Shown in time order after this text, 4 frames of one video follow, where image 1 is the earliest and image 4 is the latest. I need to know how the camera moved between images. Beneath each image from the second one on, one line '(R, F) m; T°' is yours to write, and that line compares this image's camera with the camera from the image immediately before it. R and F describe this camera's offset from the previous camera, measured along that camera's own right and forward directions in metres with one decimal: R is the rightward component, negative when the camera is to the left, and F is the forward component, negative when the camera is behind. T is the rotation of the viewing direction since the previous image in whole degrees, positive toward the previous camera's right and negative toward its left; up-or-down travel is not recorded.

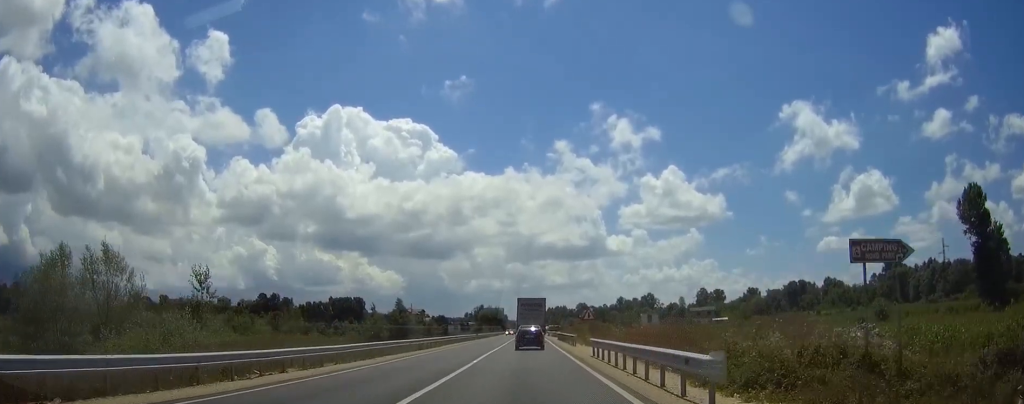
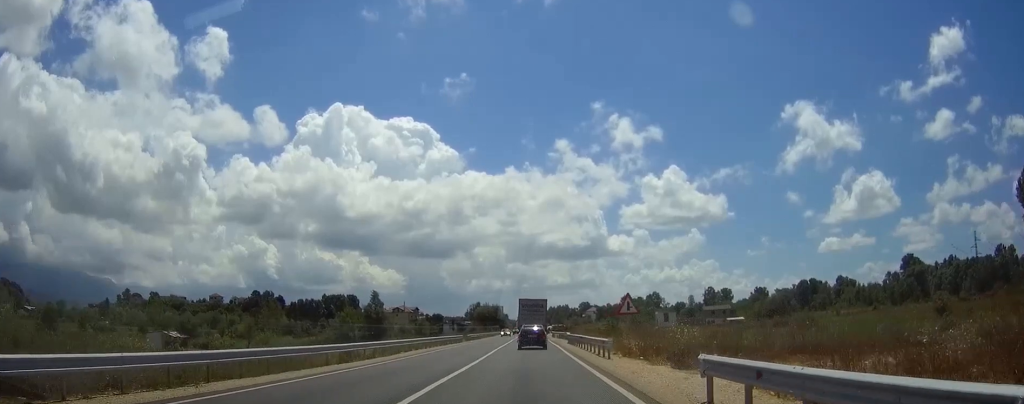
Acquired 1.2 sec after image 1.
(-0.1, +19.5) m; 0°
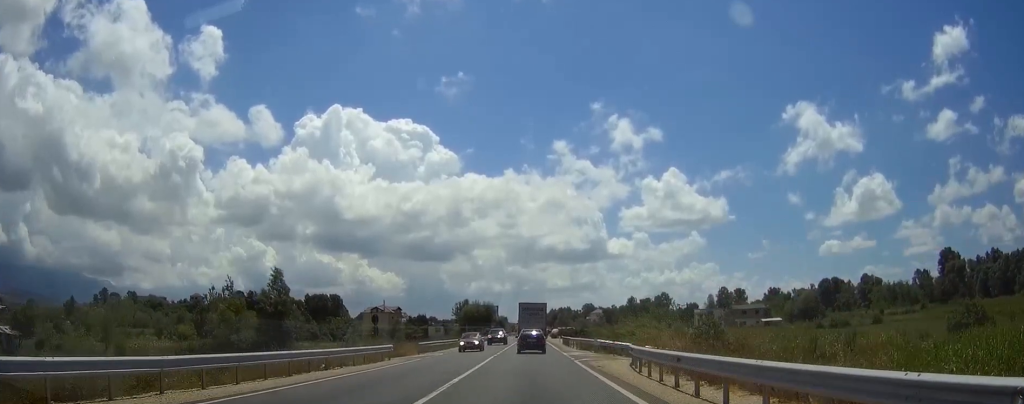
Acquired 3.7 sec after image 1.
(+0.2, +38.6) m; 0°
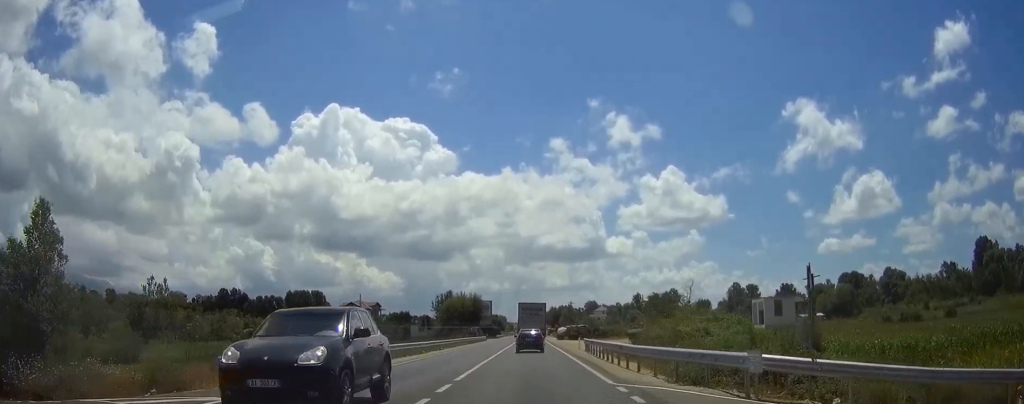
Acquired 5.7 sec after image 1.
(+0.1, +33.0) m; 0°
